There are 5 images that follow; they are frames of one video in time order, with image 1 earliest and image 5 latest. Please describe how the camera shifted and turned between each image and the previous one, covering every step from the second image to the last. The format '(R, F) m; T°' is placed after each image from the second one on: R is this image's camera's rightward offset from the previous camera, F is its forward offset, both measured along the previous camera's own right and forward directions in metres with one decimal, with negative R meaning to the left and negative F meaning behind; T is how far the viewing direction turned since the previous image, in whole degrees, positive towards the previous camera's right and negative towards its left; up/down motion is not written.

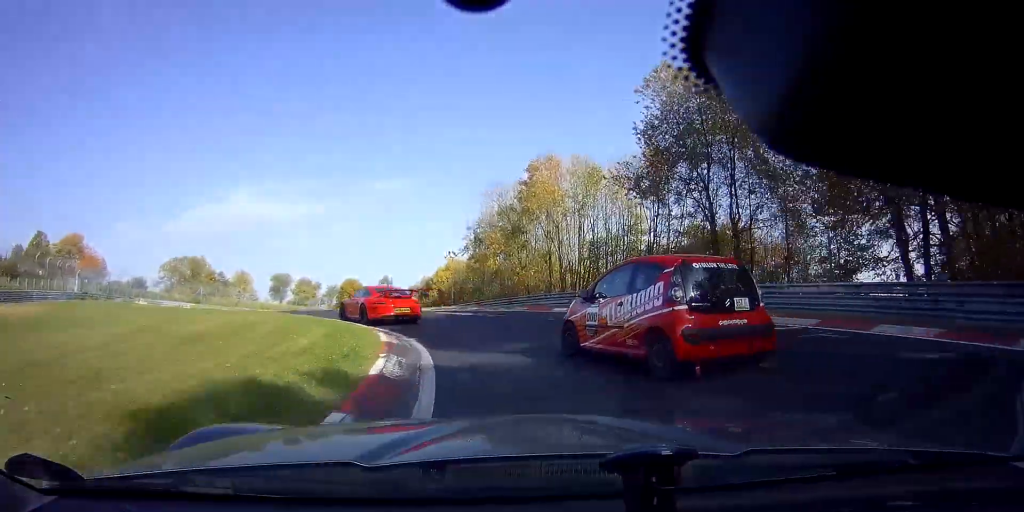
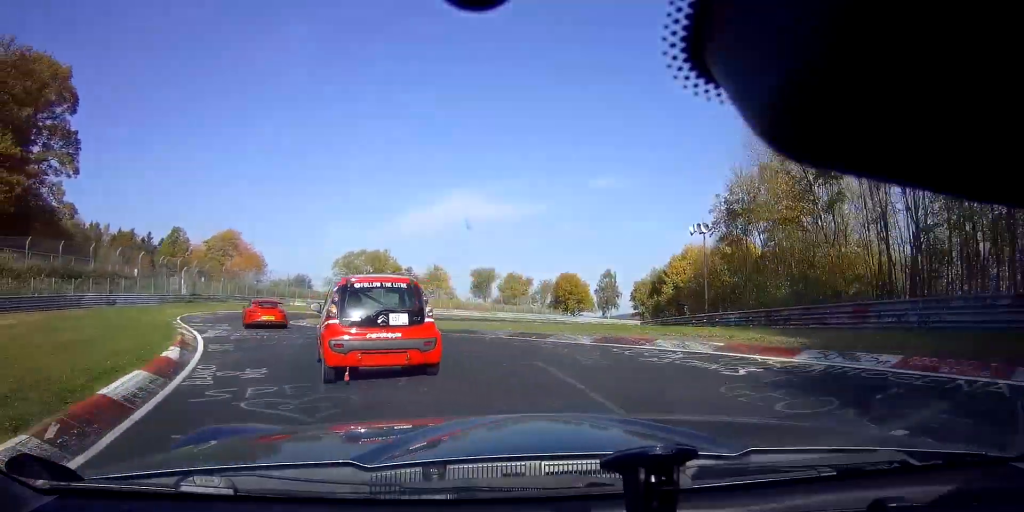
(-3.9, +19.4) m; -27°
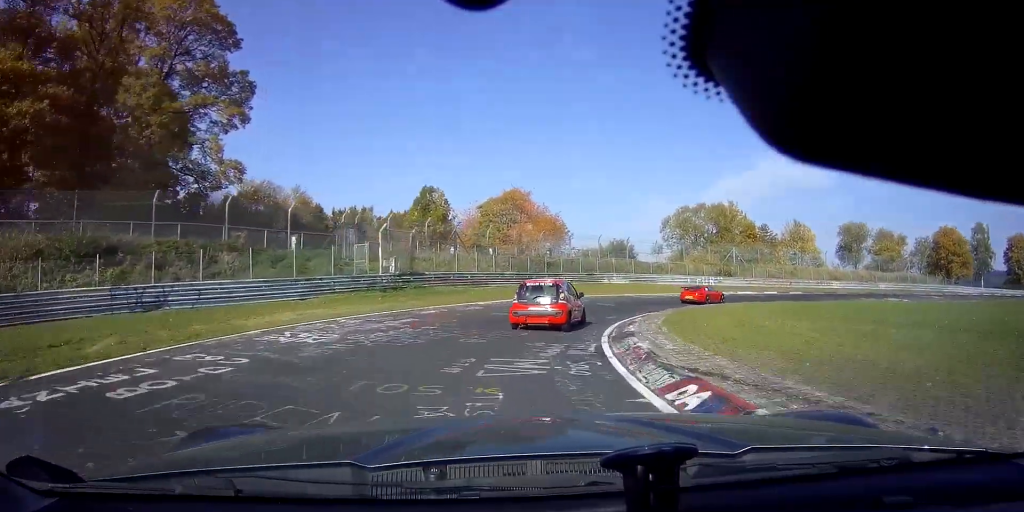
(-8.4, +27.8) m; -16°
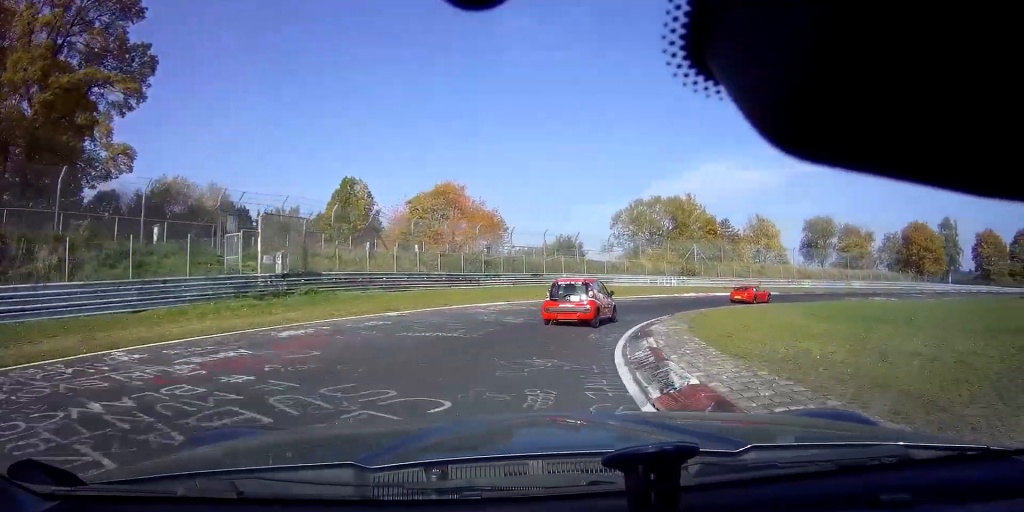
(+0.3, +7.9) m; +6°
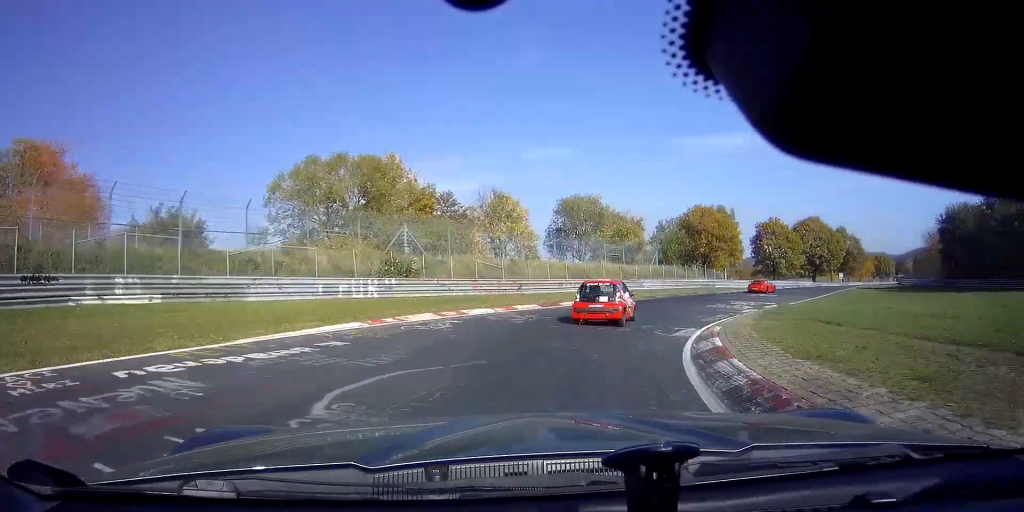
(+5.8, +24.5) m; +30°
